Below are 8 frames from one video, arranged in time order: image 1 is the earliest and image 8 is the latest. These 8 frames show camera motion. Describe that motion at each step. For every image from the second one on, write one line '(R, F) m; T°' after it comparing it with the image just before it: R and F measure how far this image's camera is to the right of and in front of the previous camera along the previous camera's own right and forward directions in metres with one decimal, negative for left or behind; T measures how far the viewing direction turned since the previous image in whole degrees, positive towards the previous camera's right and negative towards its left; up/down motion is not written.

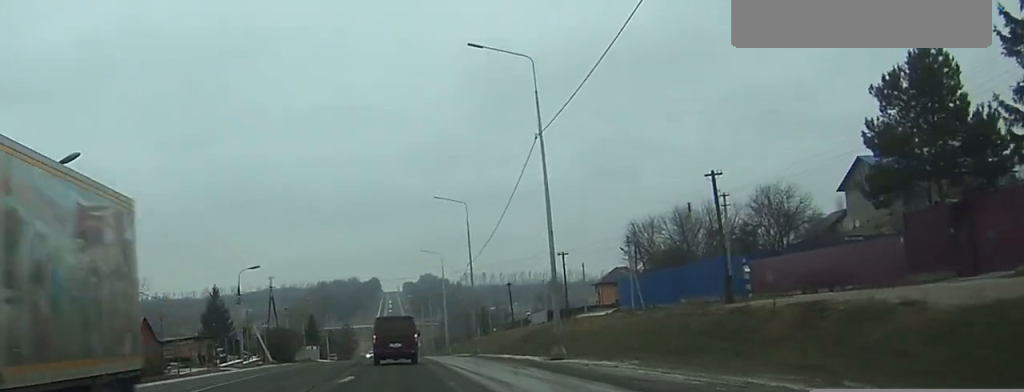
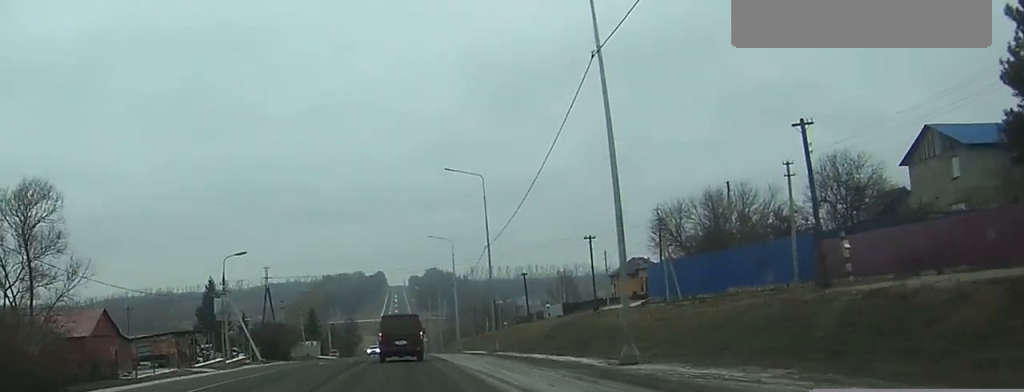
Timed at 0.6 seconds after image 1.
(0.0, +9.4) m; 0°
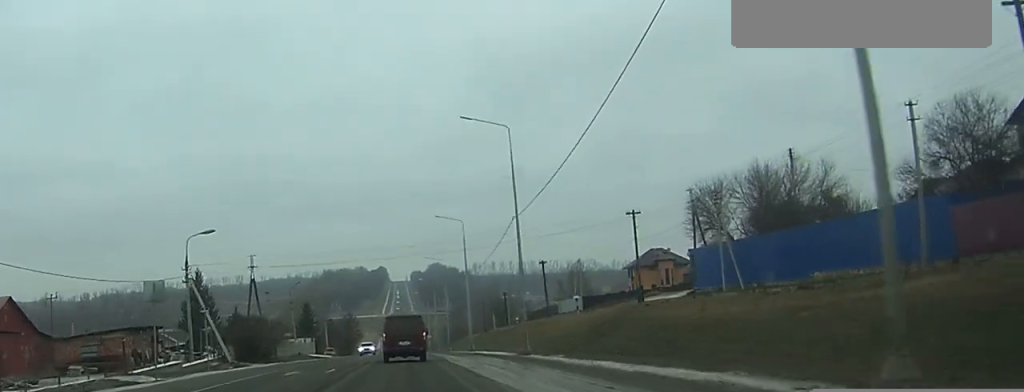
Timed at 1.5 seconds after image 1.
(0.0, +13.5) m; 0°
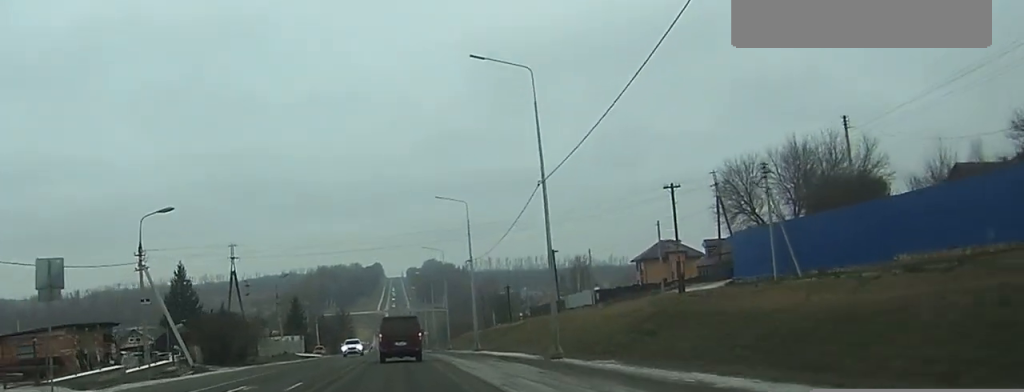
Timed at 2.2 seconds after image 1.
(0.0, +10.1) m; 0°
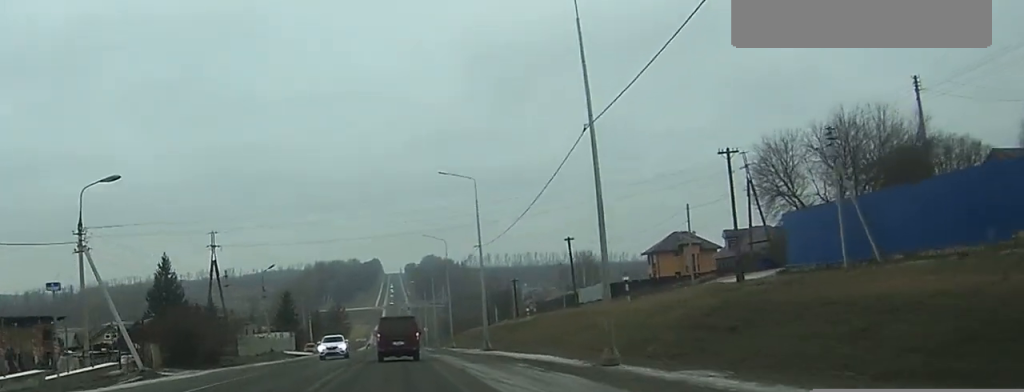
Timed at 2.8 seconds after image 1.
(0.0, +9.6) m; 0°
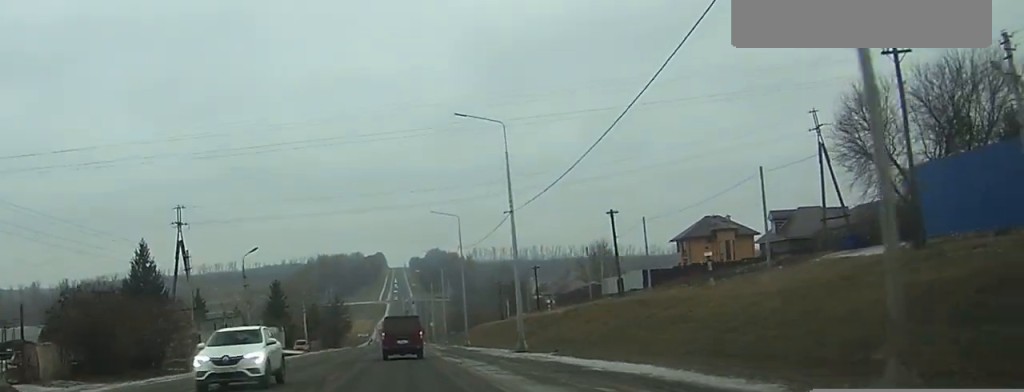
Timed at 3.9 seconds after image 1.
(0.0, +15.8) m; 0°
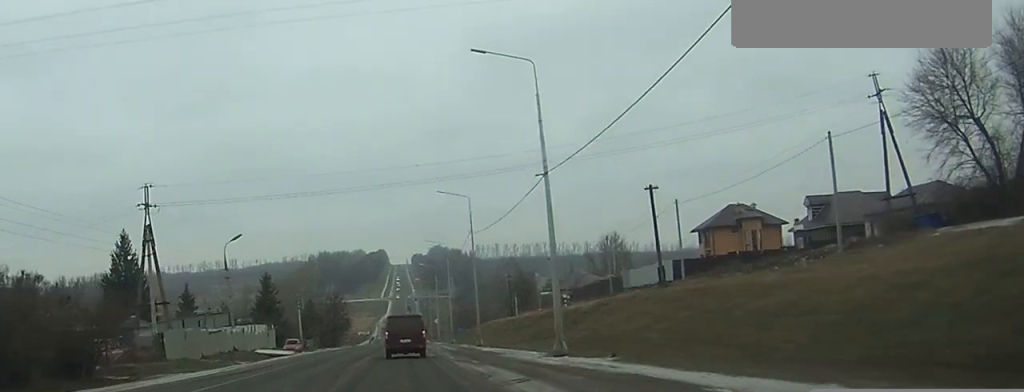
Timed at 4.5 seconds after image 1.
(0.0, +10.3) m; 0°
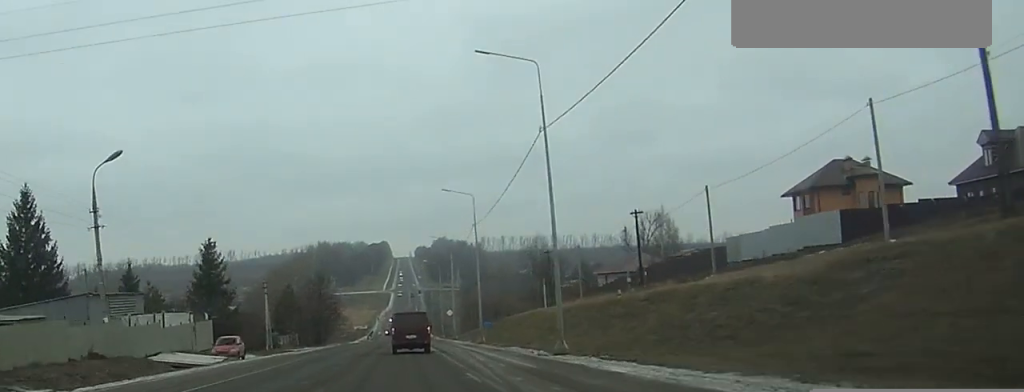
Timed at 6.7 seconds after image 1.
(-0.2, +34.4) m; -1°
